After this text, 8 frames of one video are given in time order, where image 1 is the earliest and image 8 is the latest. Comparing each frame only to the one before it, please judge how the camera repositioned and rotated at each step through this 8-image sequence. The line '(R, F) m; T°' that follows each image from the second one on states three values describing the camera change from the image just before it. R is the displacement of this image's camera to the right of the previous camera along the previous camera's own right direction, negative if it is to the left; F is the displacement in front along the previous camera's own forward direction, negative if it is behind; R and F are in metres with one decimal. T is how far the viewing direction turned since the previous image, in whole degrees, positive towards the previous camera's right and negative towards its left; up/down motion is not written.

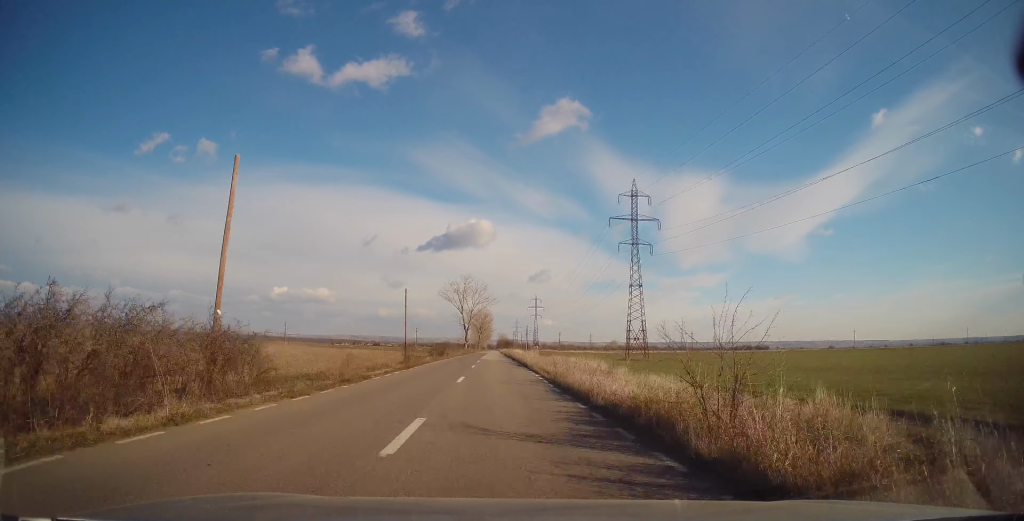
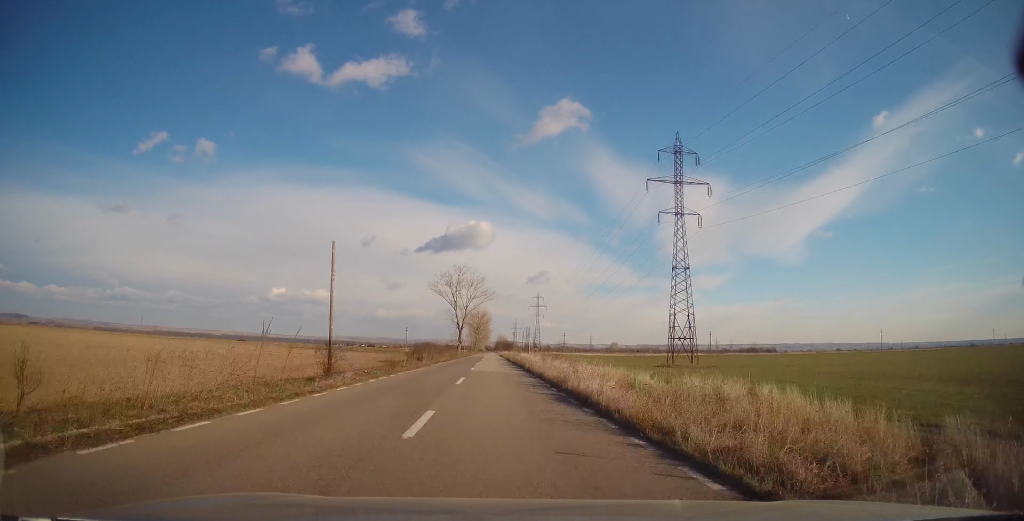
(0.0, +22.3) m; 0°
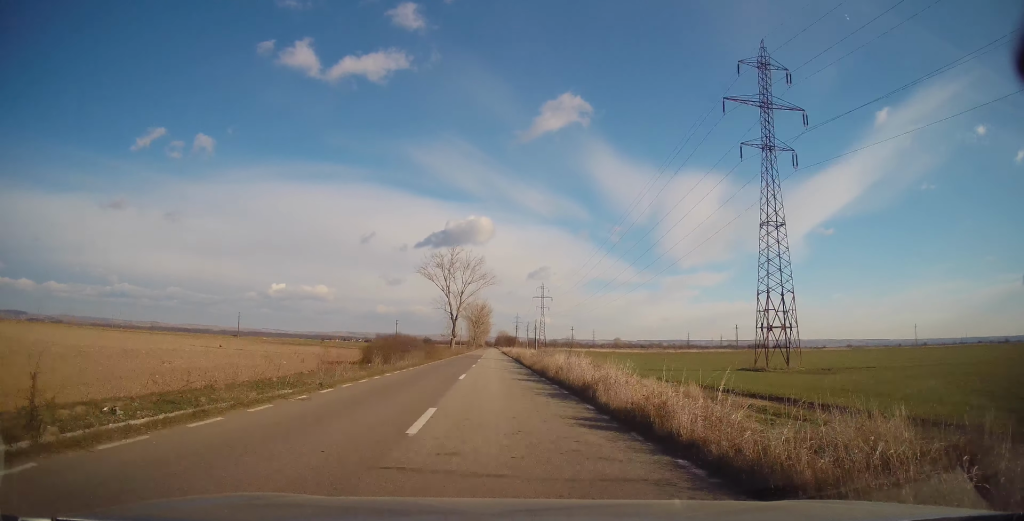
(0.0, +24.5) m; 0°
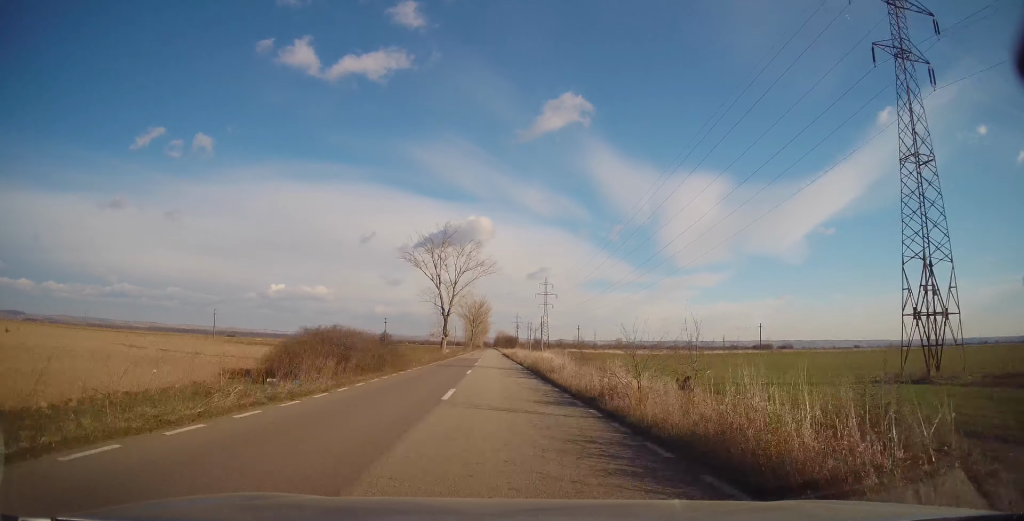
(0.0, +18.2) m; 0°
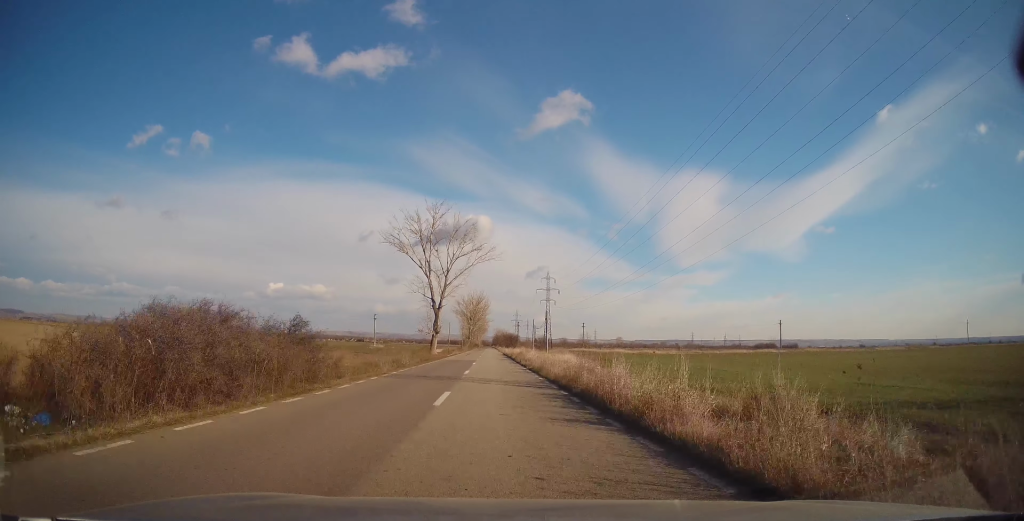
(0.0, +14.2) m; 0°
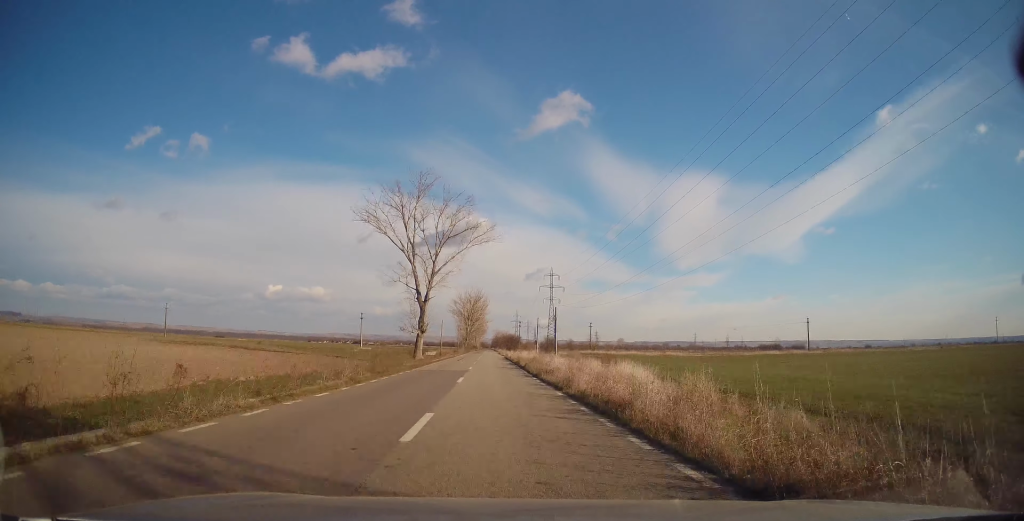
(0.0, +15.6) m; 0°
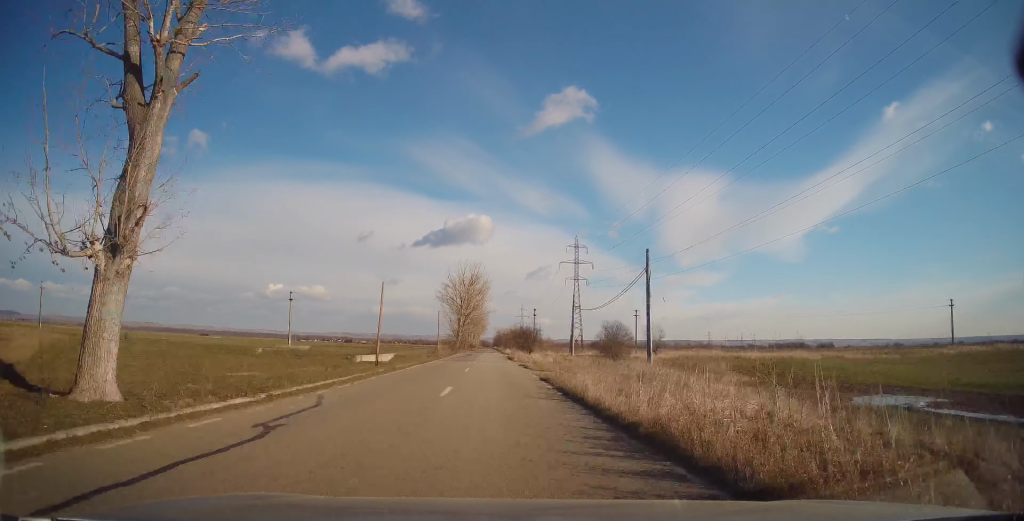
(+0.1, +53.8) m; +1°
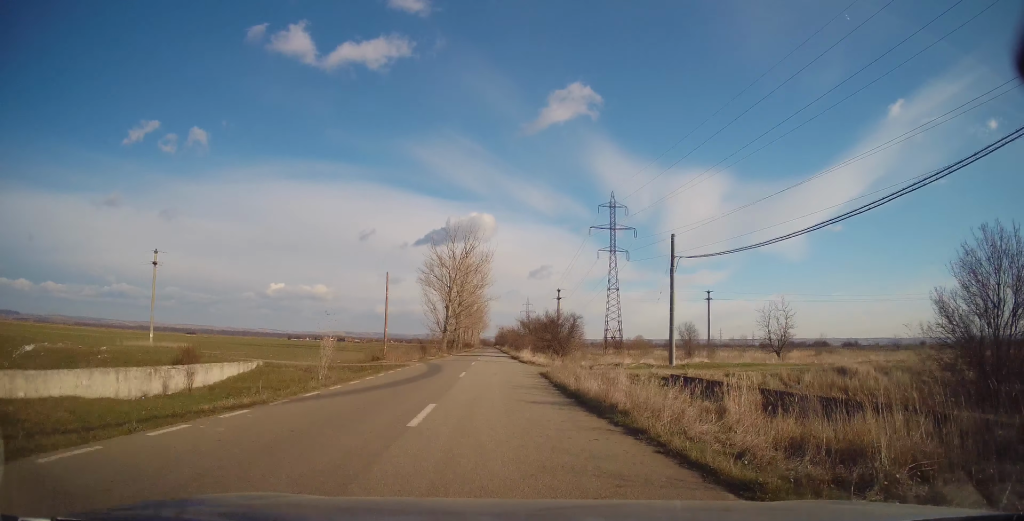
(+0.3, +40.5) m; 0°
